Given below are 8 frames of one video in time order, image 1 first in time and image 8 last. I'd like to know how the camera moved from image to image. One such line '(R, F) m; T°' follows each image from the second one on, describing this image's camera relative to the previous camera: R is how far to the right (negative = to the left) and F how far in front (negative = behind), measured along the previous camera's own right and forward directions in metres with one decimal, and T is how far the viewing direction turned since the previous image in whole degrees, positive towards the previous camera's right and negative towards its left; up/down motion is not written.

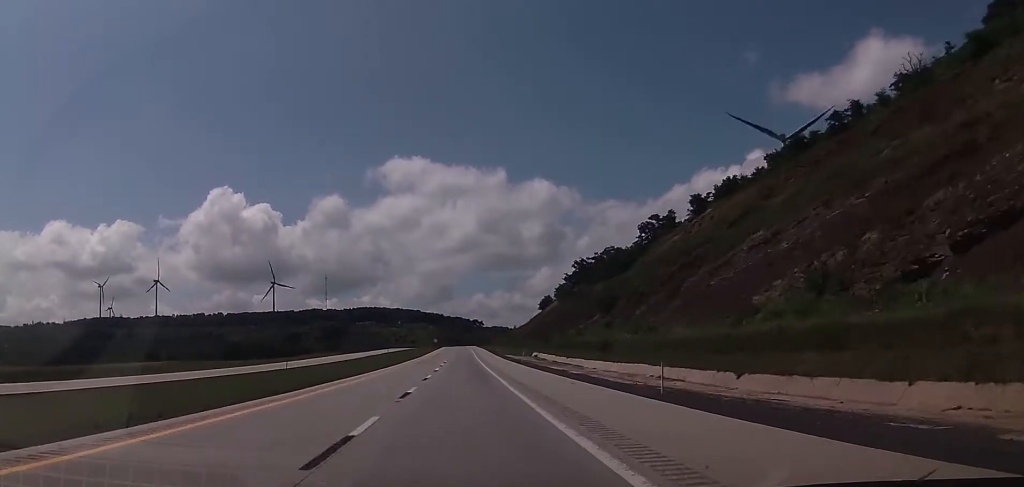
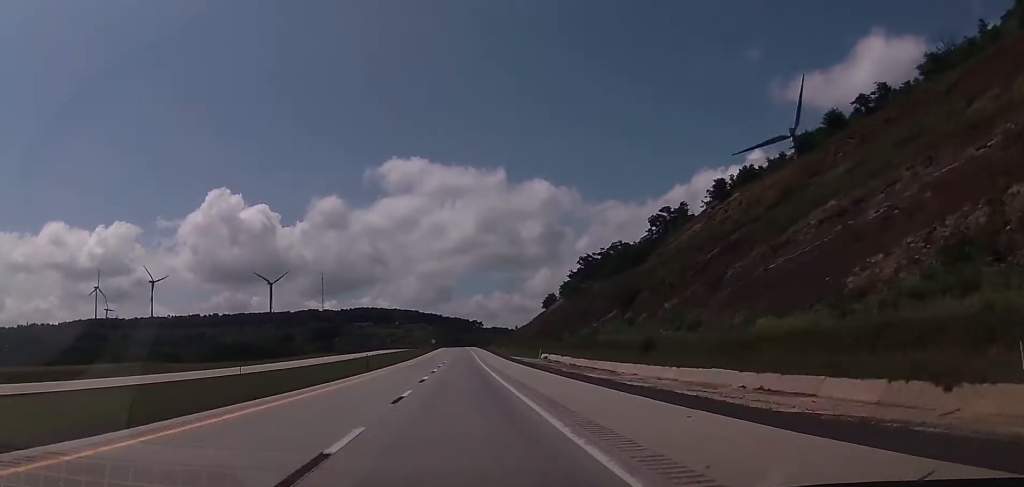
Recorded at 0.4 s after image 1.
(-0.1, +14.3) m; 0°
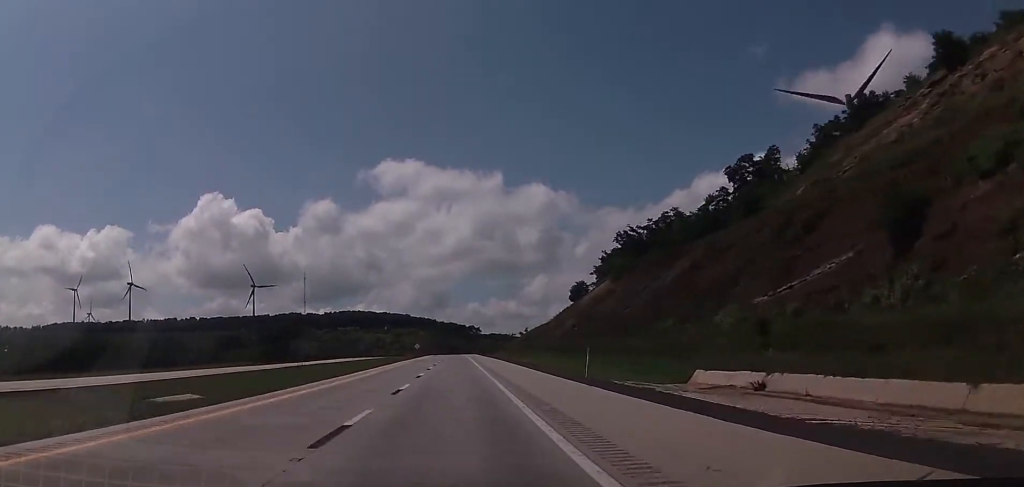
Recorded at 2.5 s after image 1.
(+0.6, +68.9) m; +1°
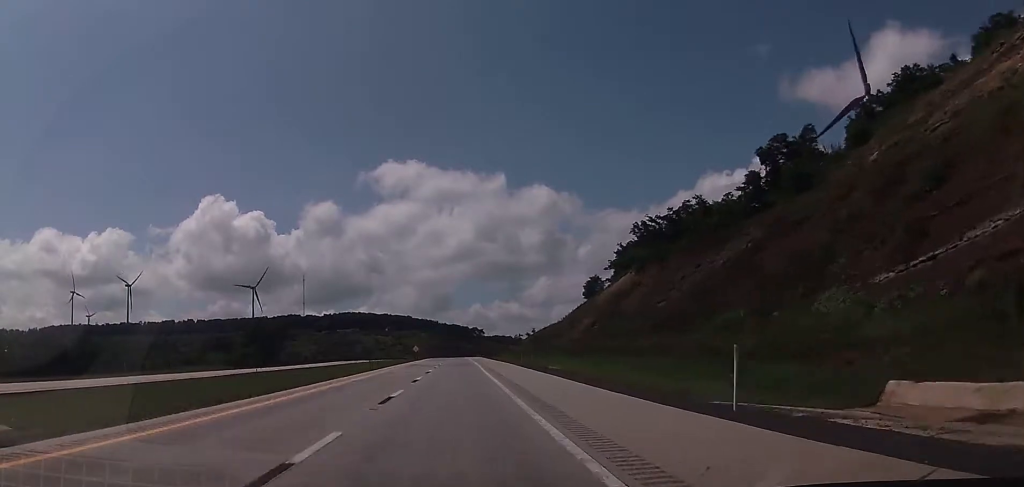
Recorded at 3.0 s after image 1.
(0.0, +16.4) m; 0°
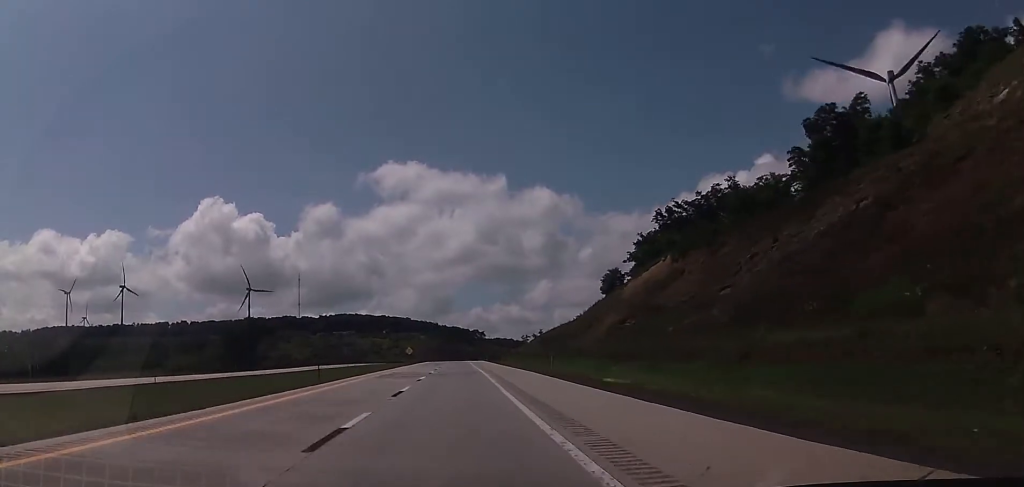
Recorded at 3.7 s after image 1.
(-0.1, +20.8) m; 0°
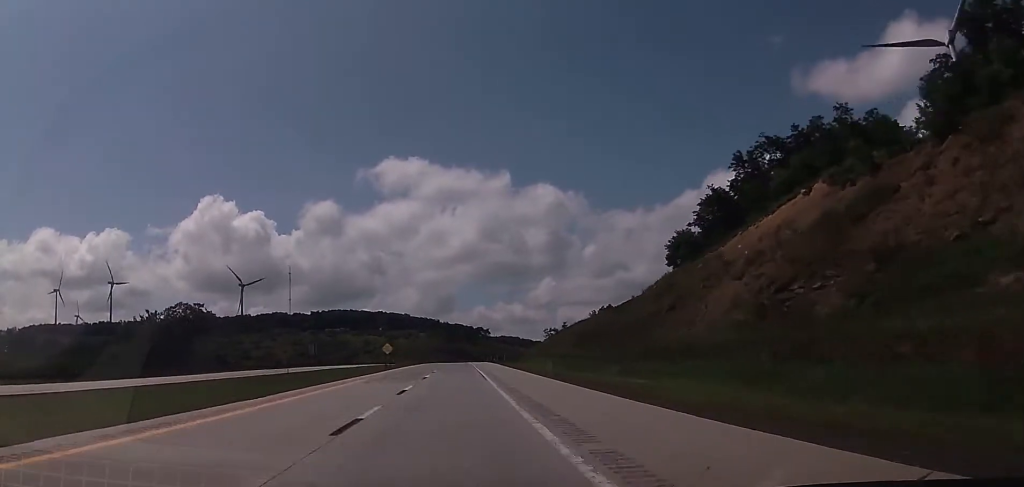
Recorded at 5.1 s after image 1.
(+0.1, +45.9) m; 0°
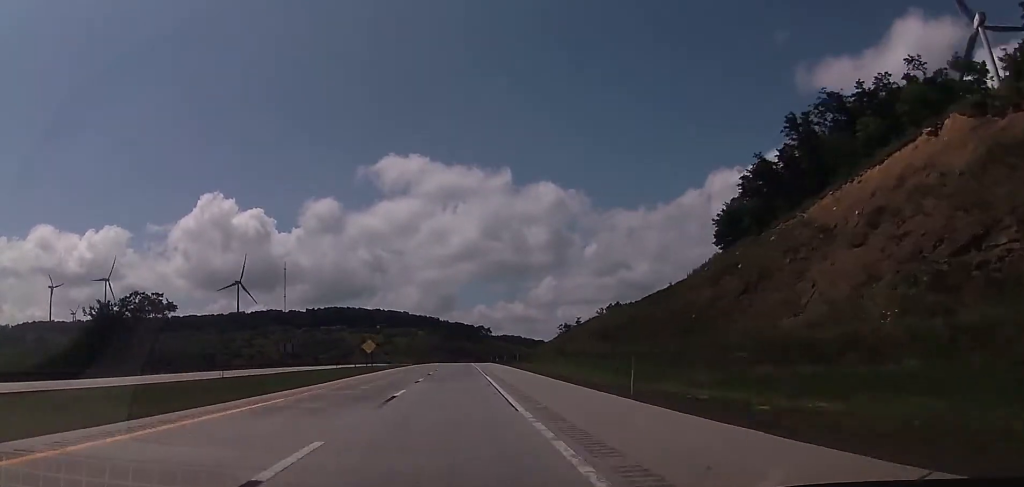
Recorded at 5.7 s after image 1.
(-0.1, +19.6) m; -1°
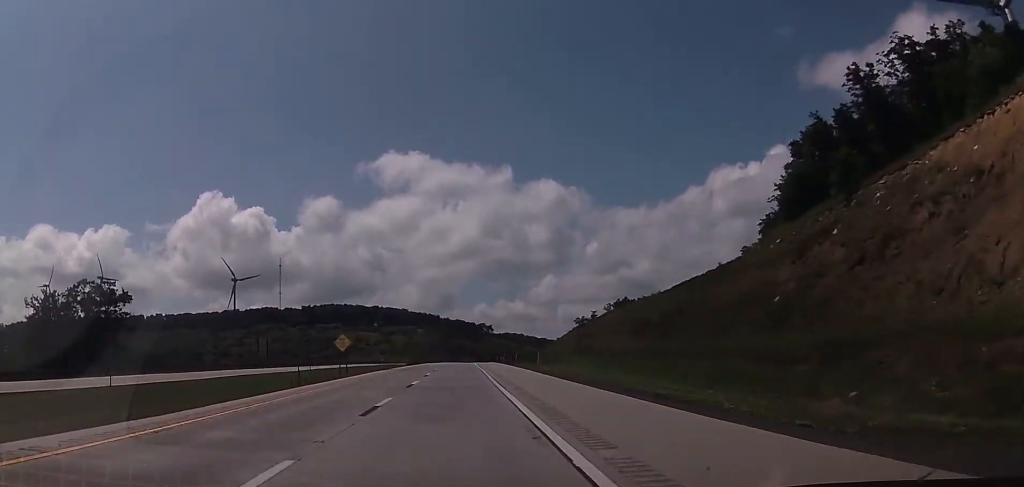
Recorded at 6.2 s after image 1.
(-0.2, +17.4) m; 0°
